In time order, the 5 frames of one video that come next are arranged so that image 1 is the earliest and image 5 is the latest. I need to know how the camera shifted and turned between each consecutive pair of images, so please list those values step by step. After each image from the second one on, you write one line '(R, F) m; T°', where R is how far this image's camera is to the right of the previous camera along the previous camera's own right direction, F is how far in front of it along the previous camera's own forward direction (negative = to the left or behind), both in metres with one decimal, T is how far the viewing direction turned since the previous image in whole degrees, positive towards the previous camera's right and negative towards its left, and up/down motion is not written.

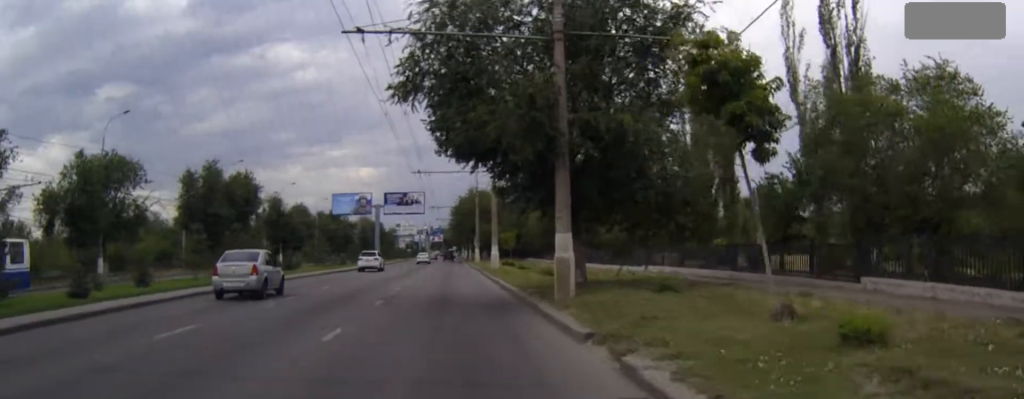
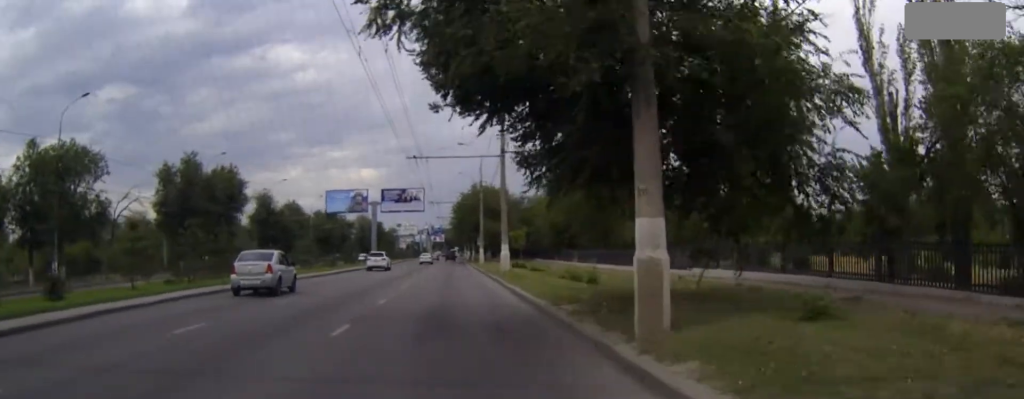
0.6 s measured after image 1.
(0.0, +7.5) m; 0°
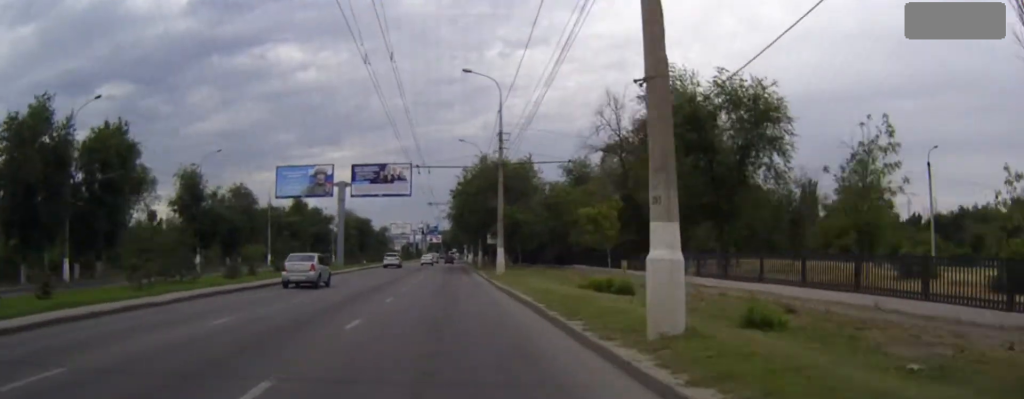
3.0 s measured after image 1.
(0.0, +30.1) m; 0°
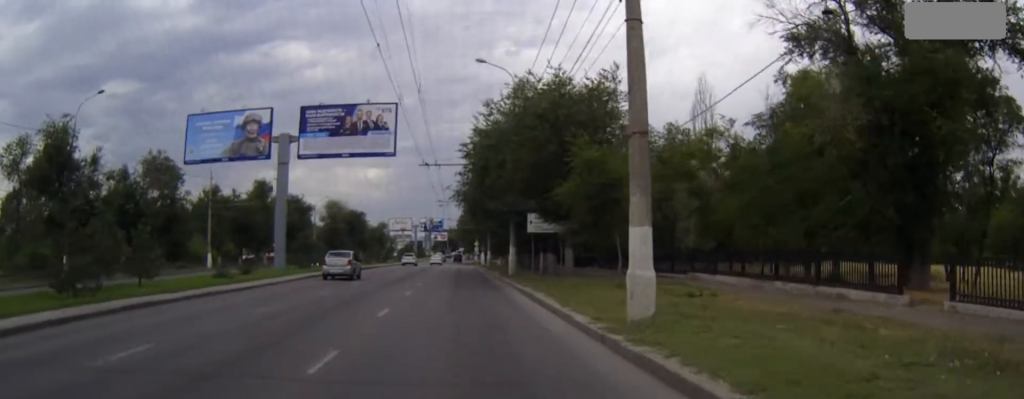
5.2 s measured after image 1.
(-0.1, +29.5) m; 0°
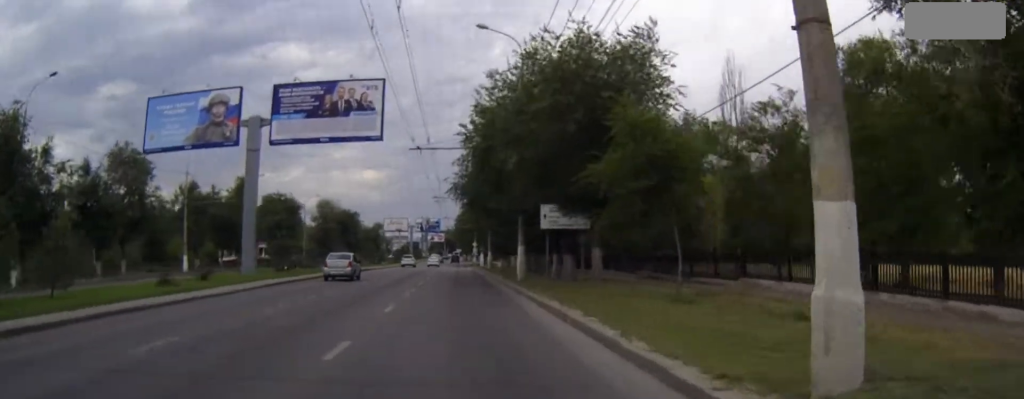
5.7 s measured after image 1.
(0.0, +6.7) m; 0°
